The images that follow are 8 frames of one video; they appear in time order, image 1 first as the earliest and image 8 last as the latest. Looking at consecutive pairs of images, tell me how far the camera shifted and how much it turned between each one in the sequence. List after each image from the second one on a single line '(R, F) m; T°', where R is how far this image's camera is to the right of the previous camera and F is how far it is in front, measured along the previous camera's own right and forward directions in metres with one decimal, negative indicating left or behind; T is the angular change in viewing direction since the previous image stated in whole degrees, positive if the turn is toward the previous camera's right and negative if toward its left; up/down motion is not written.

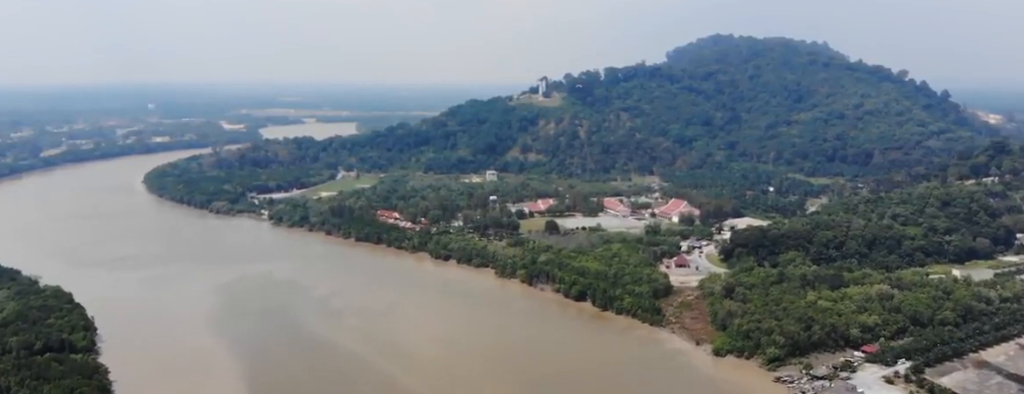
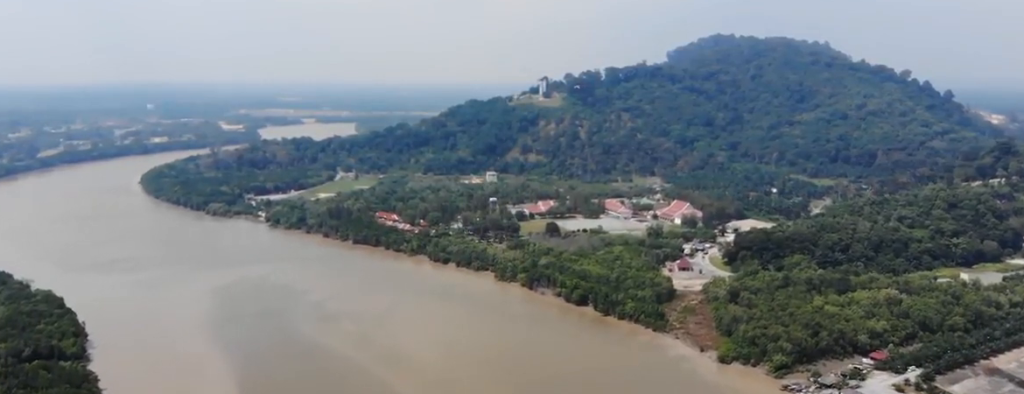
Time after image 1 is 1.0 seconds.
(0.0, +12.0) m; 0°
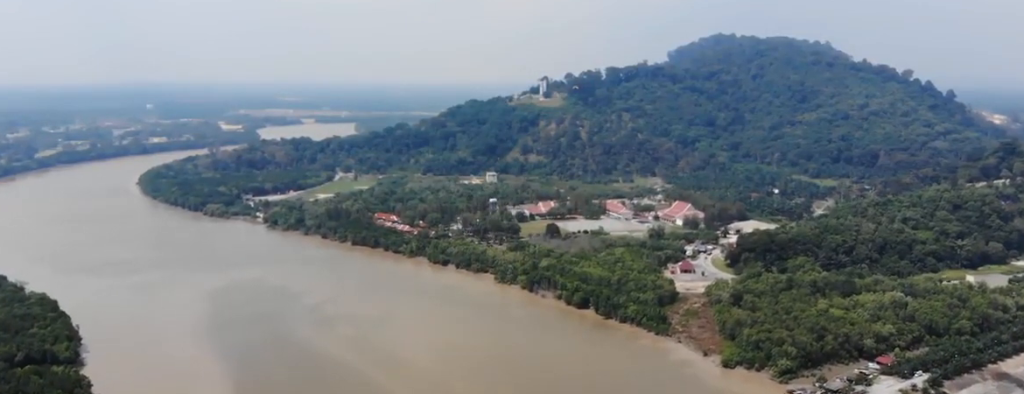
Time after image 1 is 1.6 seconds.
(0.0, +7.9) m; 0°
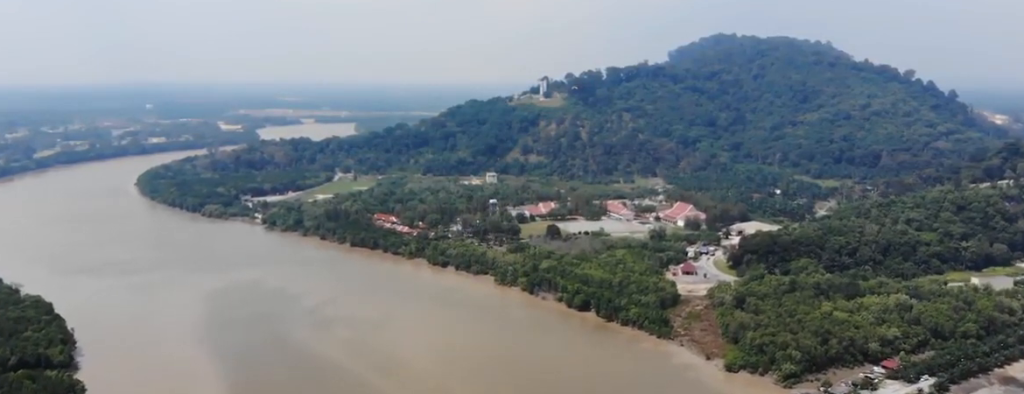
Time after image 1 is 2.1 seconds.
(0.0, +6.7) m; 0°
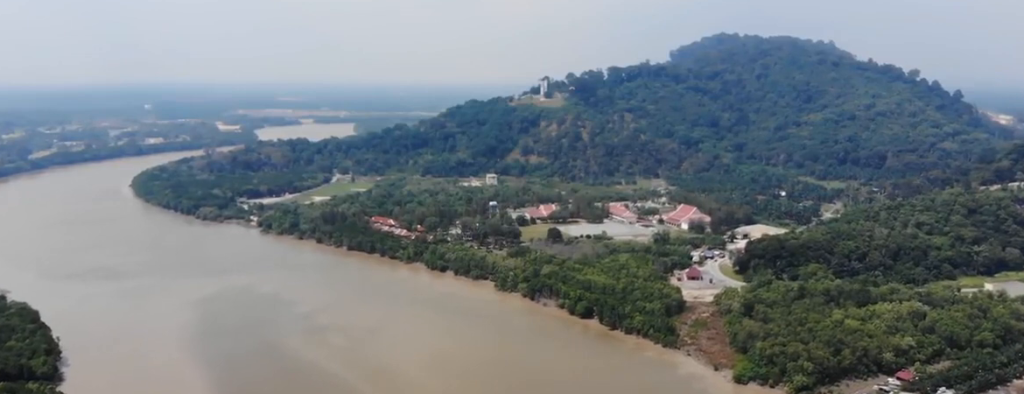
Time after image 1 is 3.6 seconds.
(0.0, +18.0) m; 0°
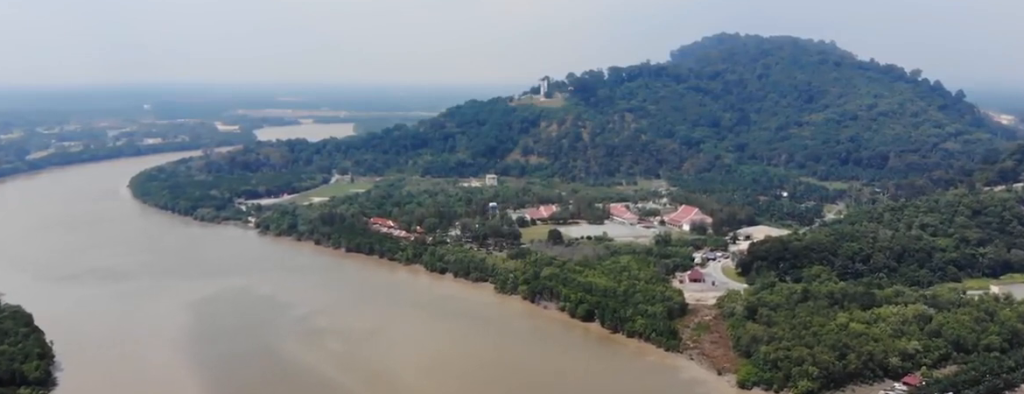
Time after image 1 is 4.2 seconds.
(0.0, +7.6) m; 0°
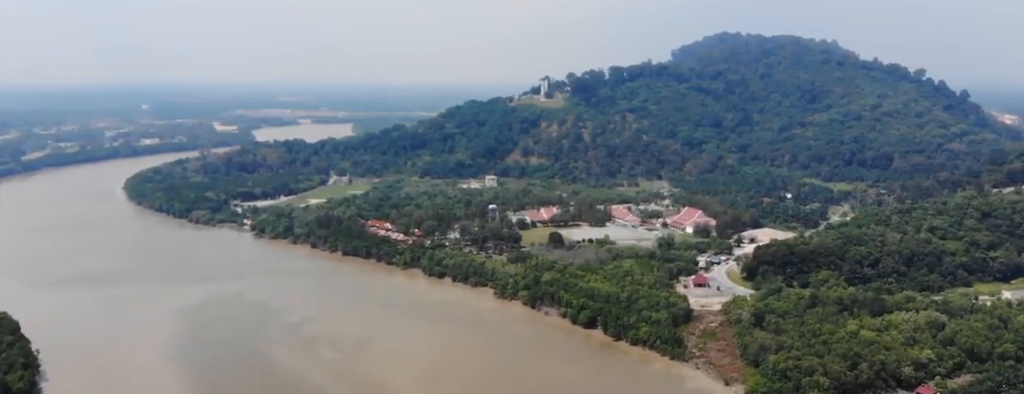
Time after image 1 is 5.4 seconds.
(0.0, +15.6) m; 0°
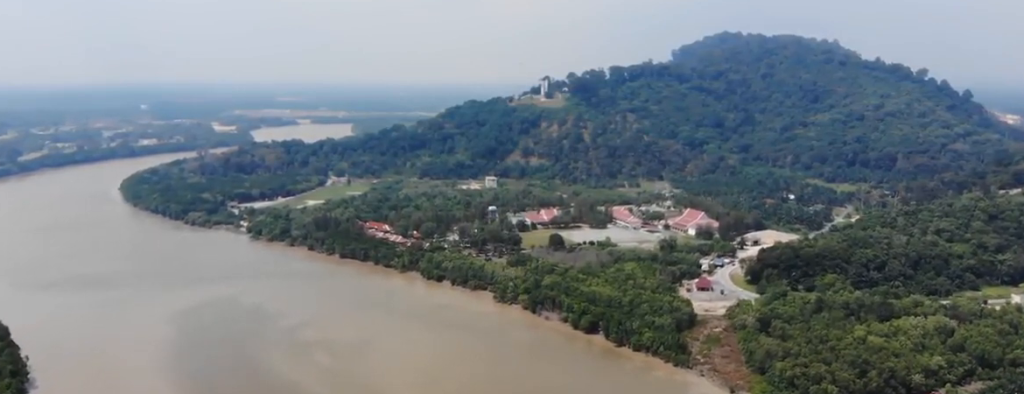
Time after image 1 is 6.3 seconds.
(0.0, +11.3) m; 0°
